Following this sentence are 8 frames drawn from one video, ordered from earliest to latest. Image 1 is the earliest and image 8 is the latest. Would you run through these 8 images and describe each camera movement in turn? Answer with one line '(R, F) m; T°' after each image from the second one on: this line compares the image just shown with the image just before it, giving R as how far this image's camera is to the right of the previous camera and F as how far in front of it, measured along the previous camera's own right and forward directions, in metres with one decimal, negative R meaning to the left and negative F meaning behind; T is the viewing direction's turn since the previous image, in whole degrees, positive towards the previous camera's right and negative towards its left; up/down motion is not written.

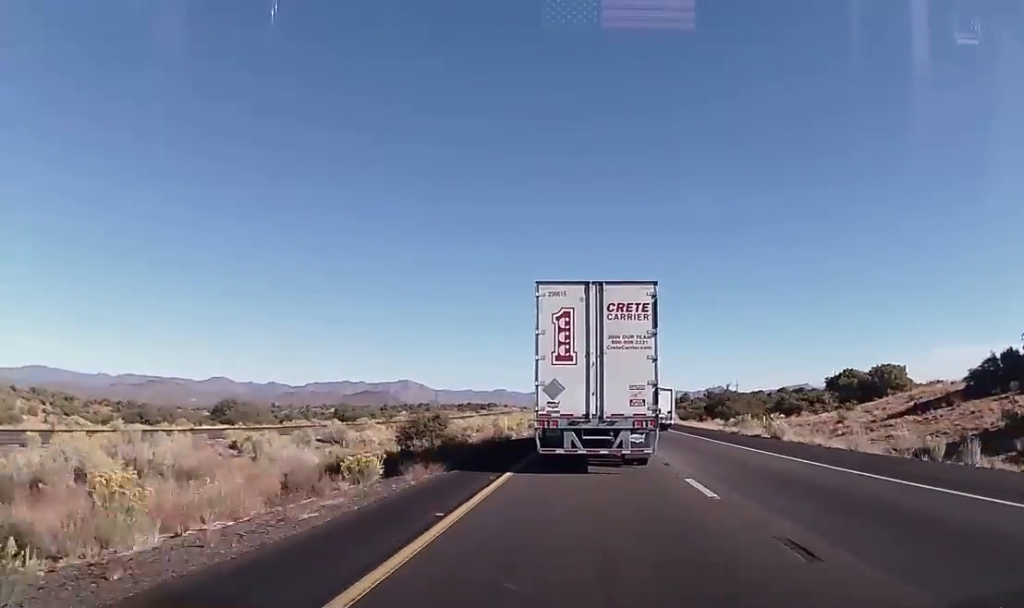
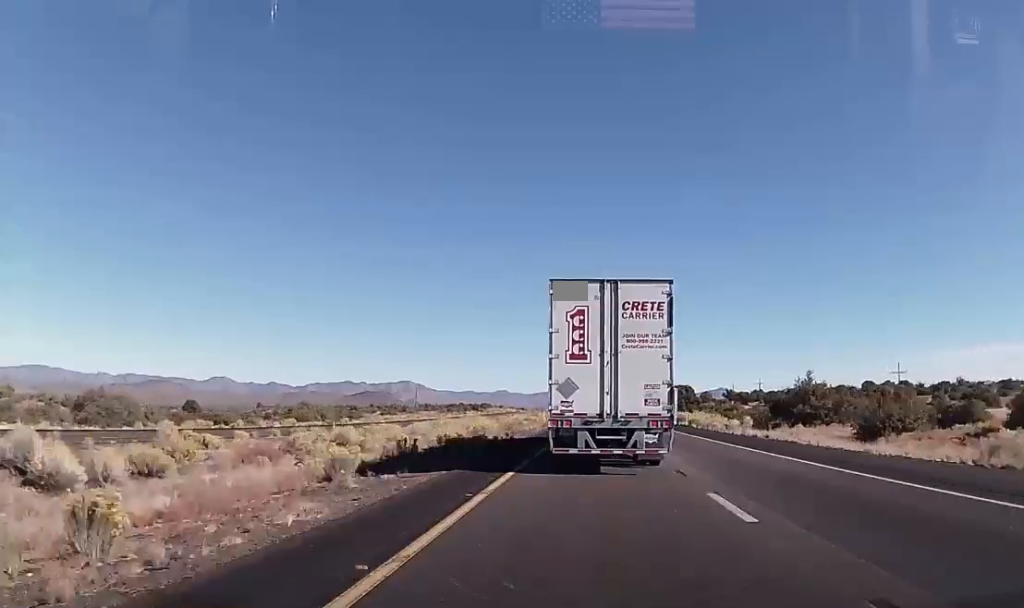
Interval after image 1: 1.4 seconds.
(-0.4, +39.5) m; -1°
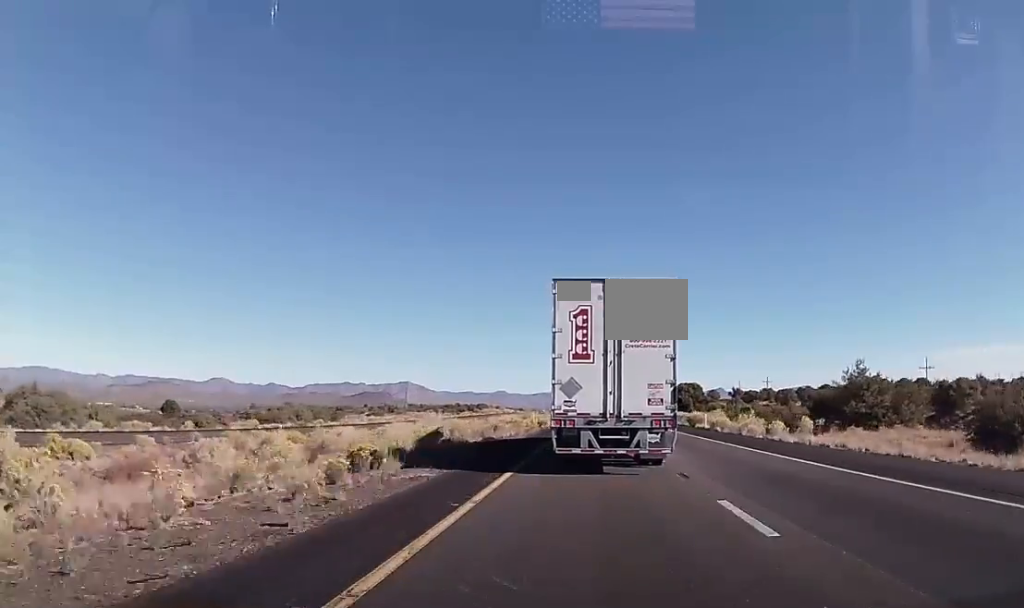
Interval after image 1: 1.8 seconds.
(-0.2, +12.5) m; 0°
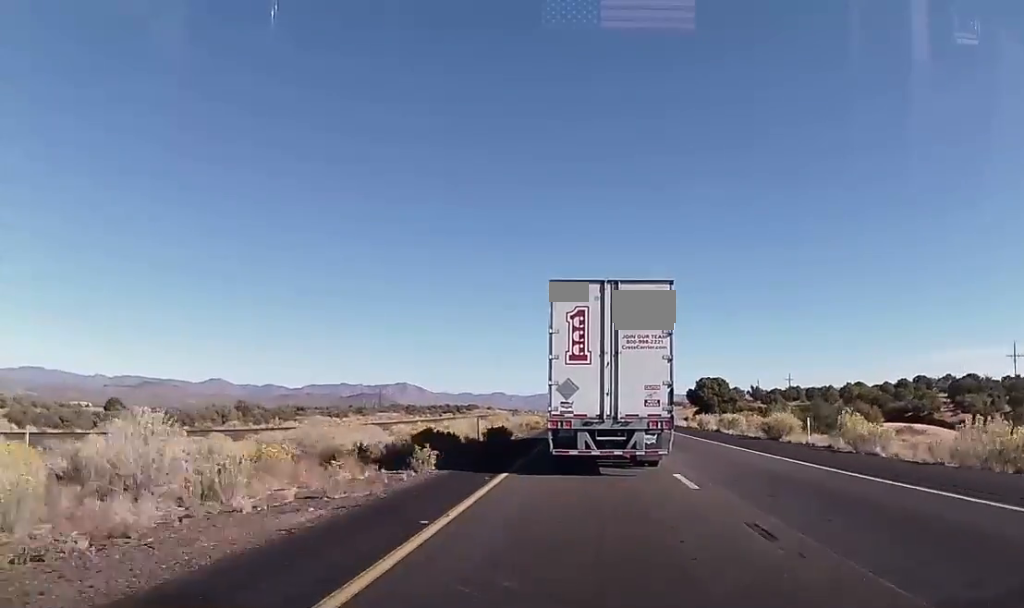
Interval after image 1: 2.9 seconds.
(+0.3, +31.9) m; +1°
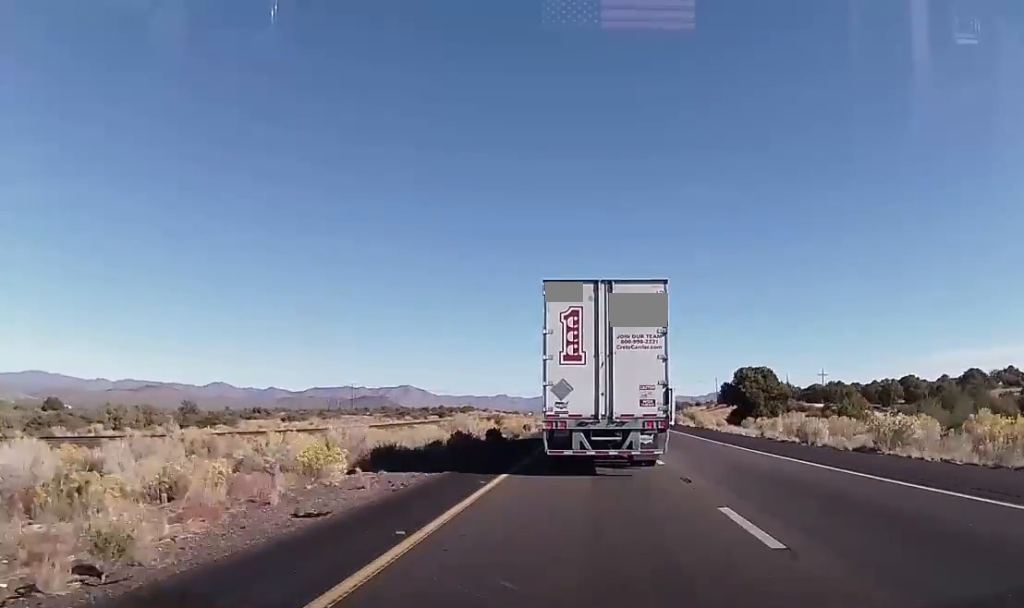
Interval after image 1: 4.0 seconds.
(+0.1, +31.8) m; 0°
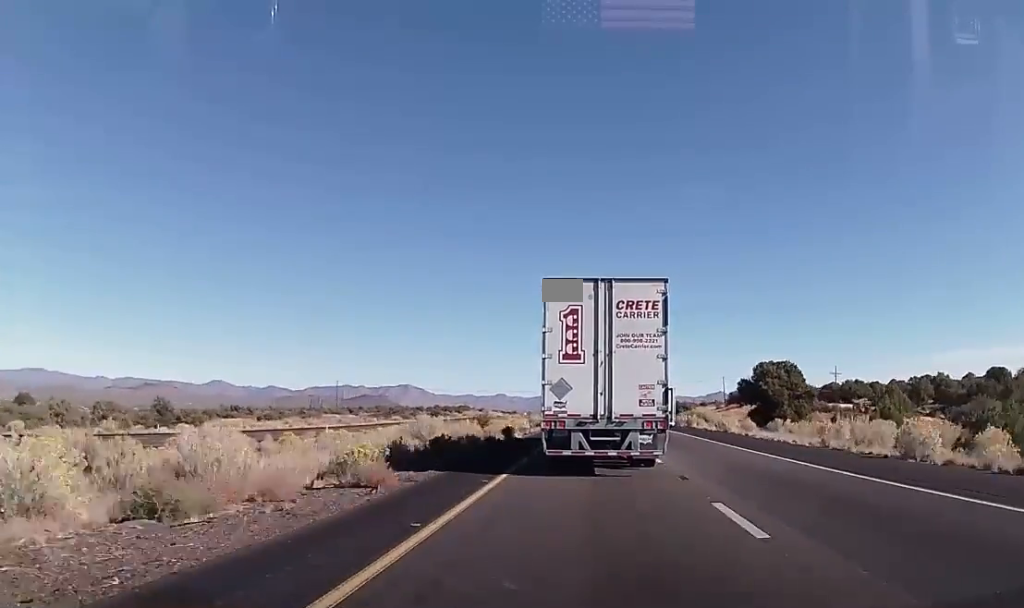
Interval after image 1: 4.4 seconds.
(0.0, +11.6) m; 0°
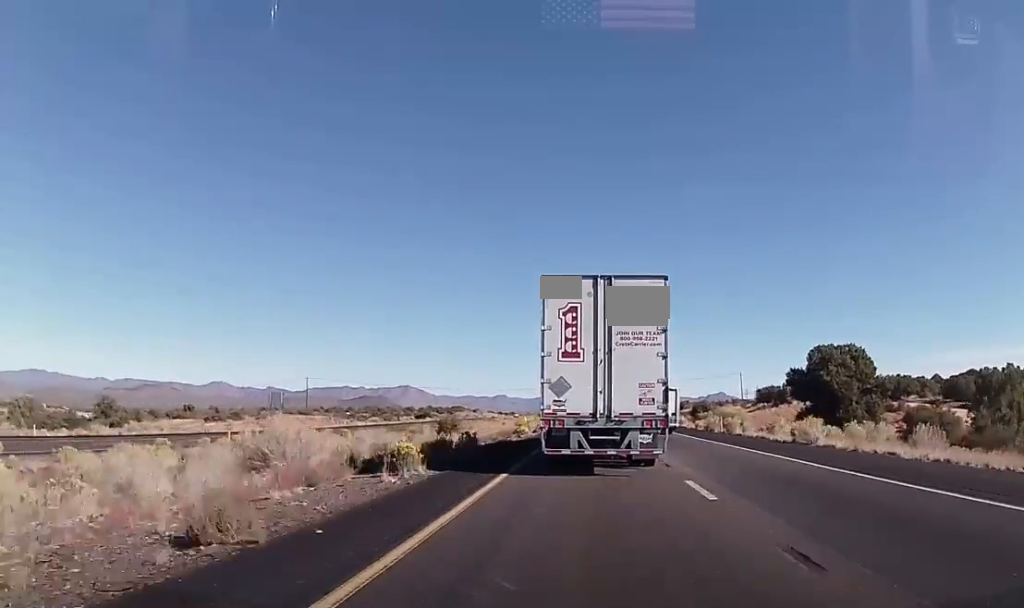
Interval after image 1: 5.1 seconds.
(0.0, +21.3) m; 0°
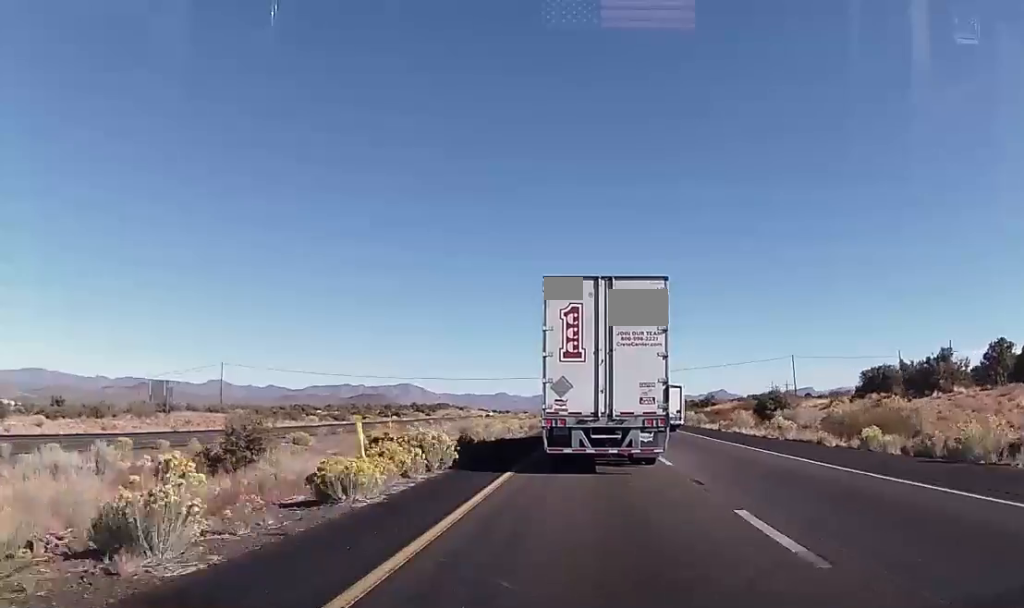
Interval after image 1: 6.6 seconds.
(-0.6, +42.4) m; -1°
